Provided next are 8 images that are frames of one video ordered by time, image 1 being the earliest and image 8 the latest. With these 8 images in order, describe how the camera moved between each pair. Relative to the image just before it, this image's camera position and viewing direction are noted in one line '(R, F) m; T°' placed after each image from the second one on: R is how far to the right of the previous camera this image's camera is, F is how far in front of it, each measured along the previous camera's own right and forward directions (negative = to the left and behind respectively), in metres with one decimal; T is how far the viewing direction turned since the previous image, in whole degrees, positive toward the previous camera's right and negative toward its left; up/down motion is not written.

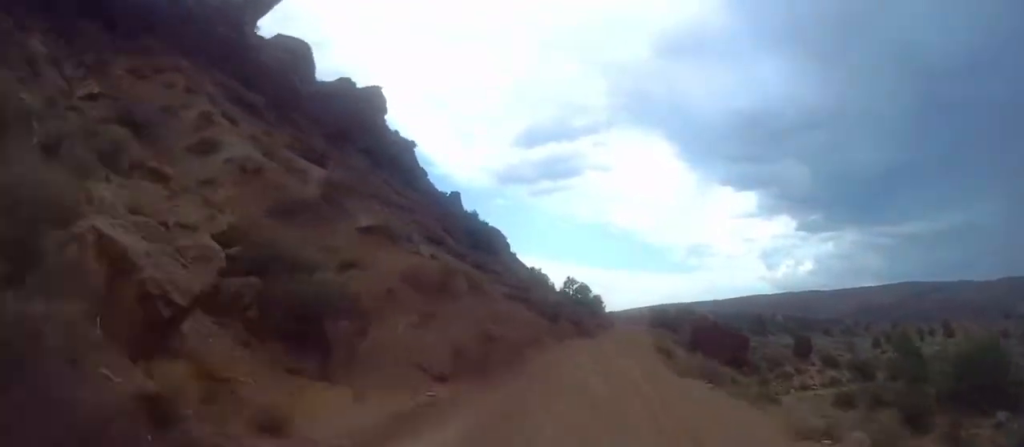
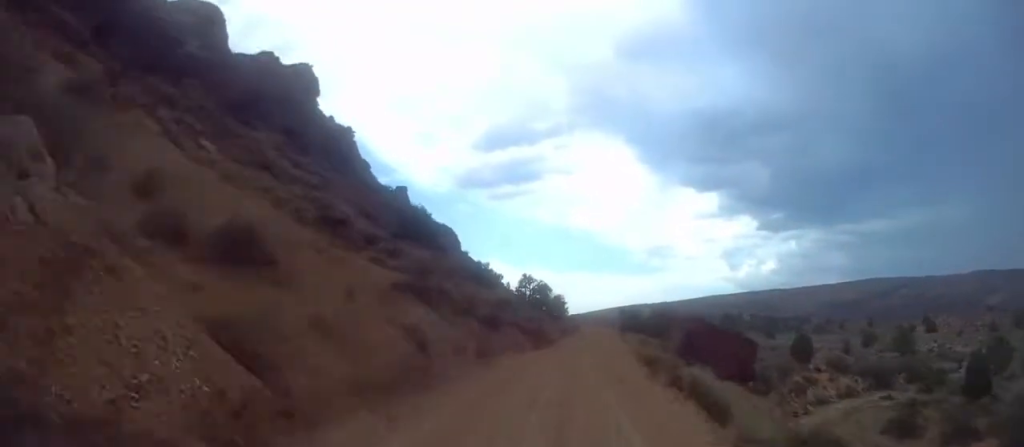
(-0.4, +15.4) m; +1°
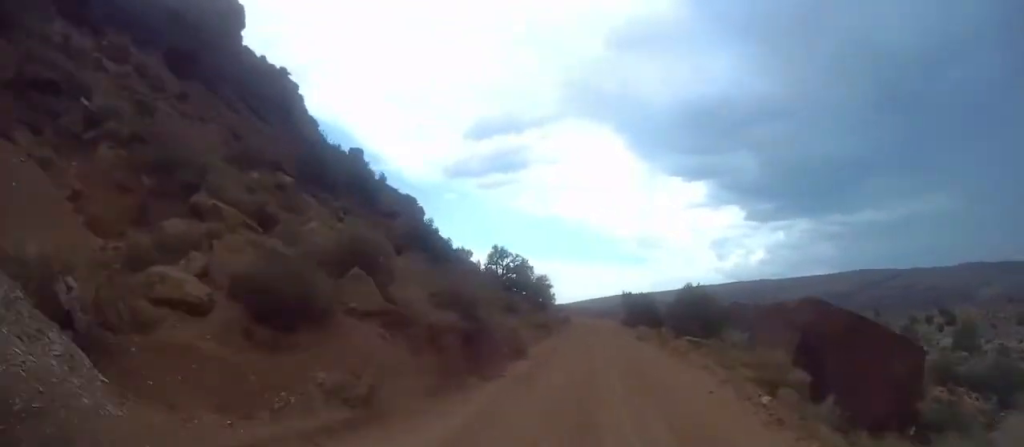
(+0.5, +26.1) m; +1°
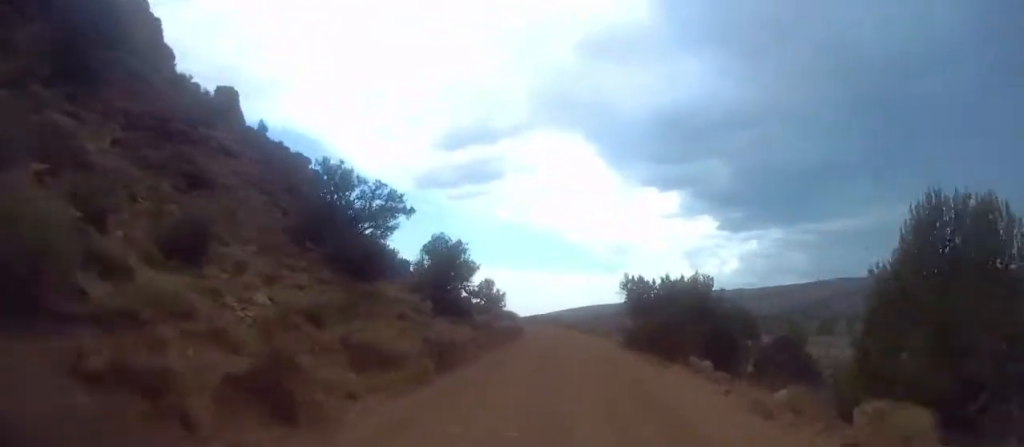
(+0.6, +43.8) m; 0°
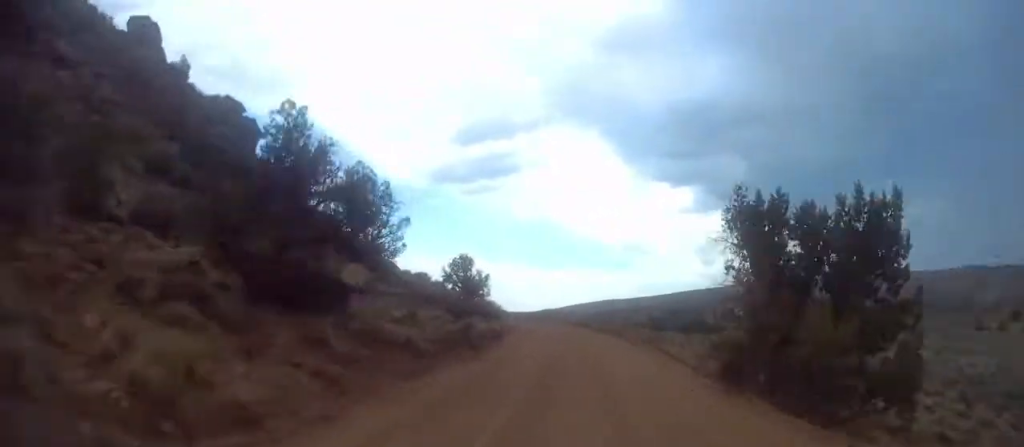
(-0.2, +24.6) m; -1°
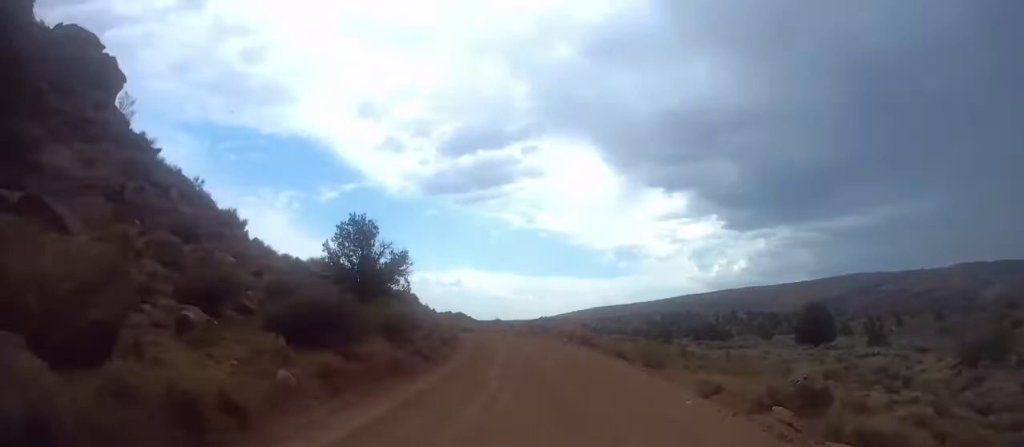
(+0.6, +25.7) m; -1°
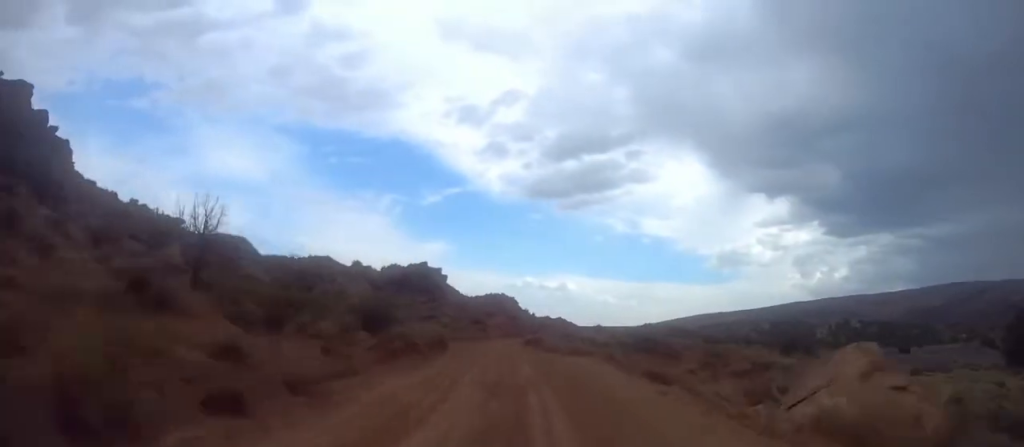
(-3.0, +43.3) m; -8°
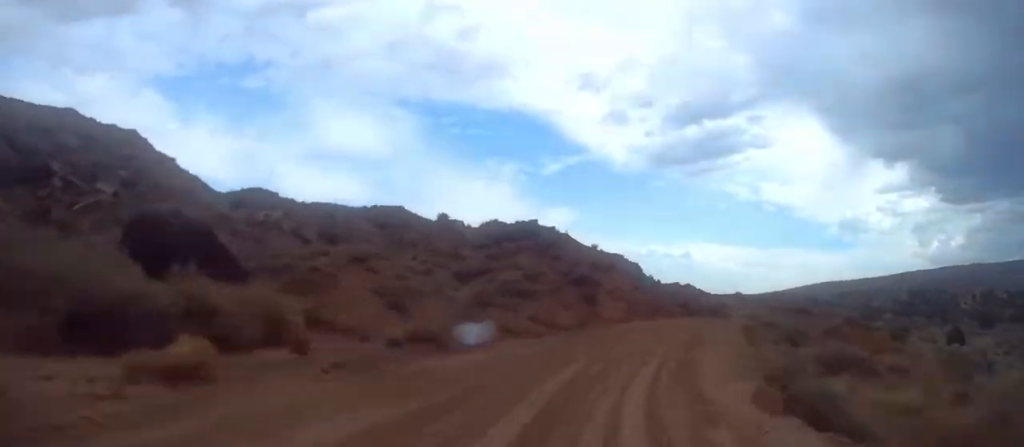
(-6.9, +60.2) m; -3°
